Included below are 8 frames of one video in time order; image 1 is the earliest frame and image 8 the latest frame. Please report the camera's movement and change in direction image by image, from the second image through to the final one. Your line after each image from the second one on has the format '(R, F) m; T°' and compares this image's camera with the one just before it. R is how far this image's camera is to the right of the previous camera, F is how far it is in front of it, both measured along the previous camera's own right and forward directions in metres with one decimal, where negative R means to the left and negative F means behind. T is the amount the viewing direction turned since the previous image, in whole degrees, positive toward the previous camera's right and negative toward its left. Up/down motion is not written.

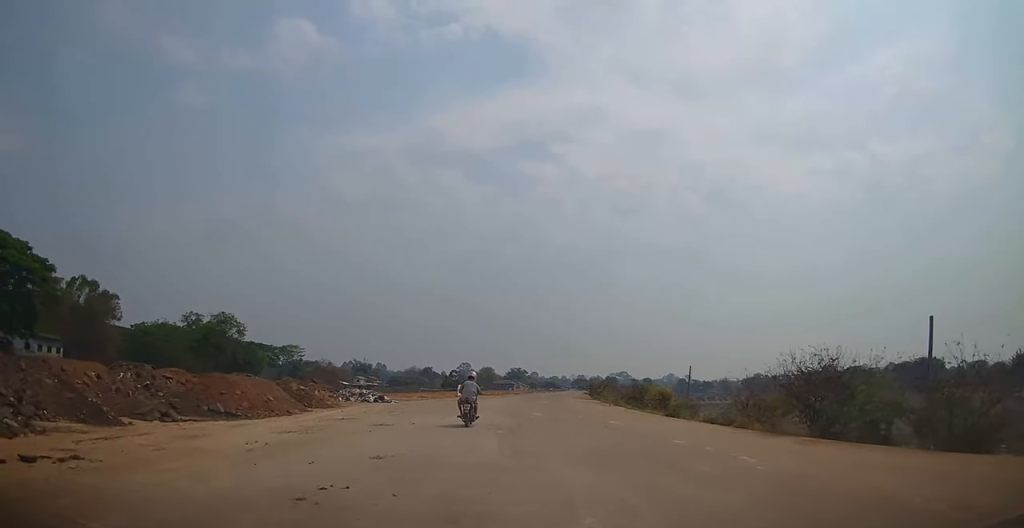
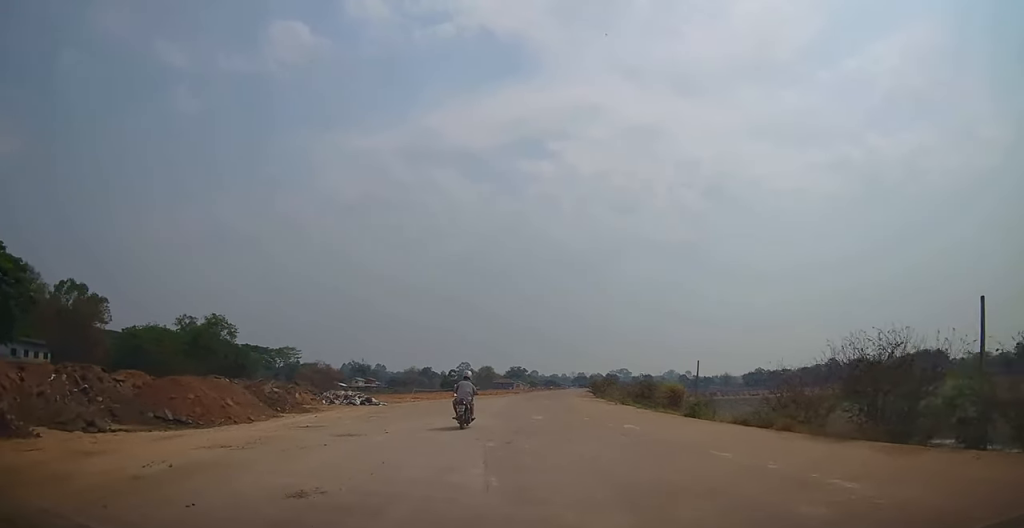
(+0.2, +2.9) m; +1°
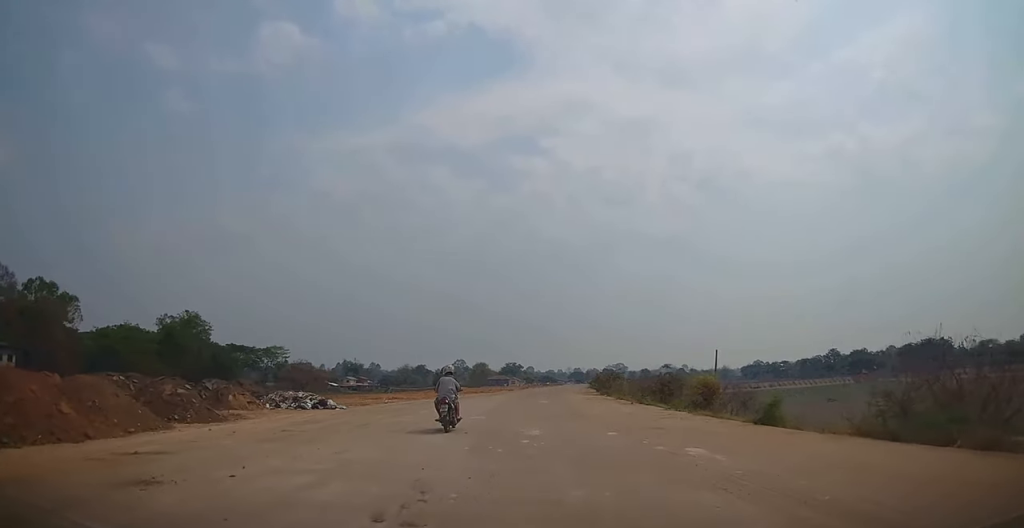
(0.0, +6.9) m; +2°
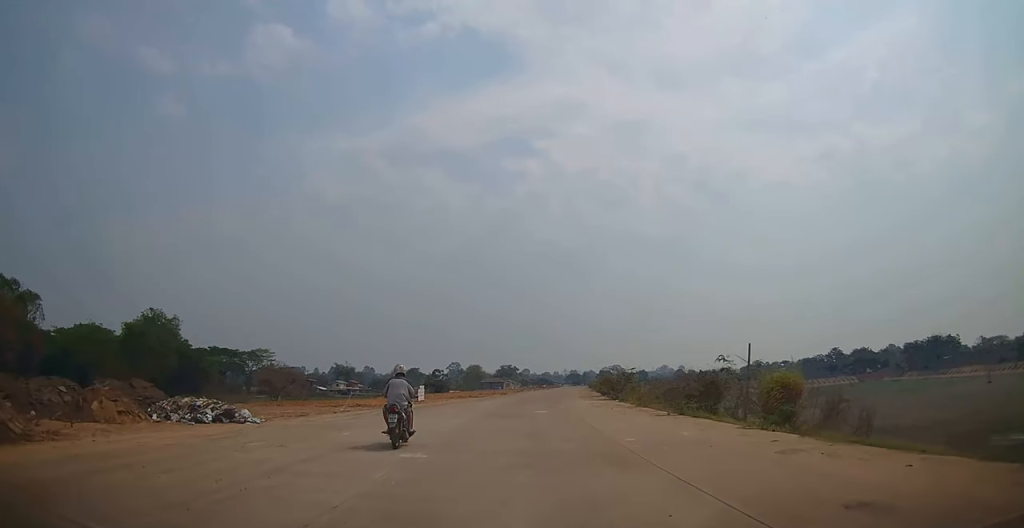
(+0.3, +8.6) m; +5°
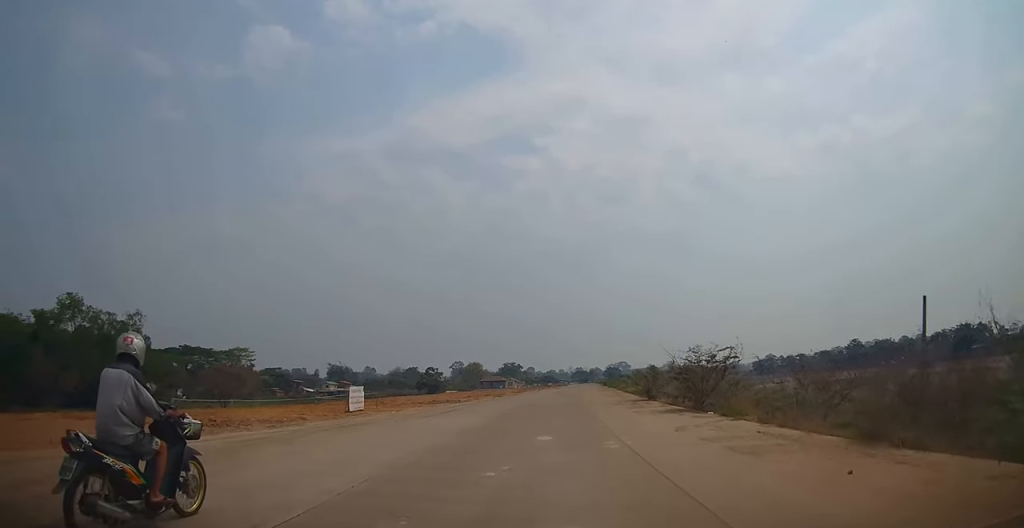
(-1.7, +18.2) m; -7°
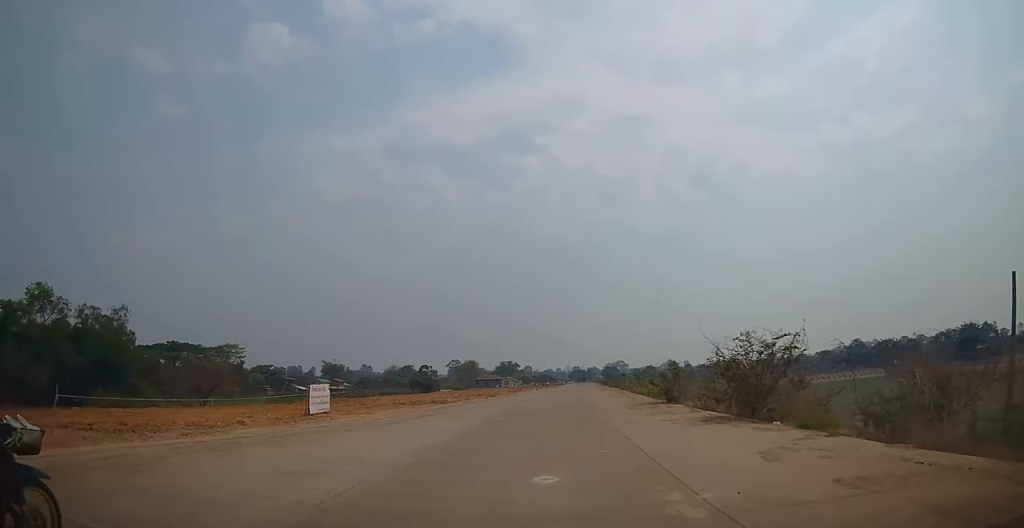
(+0.4, +5.1) m; +2°
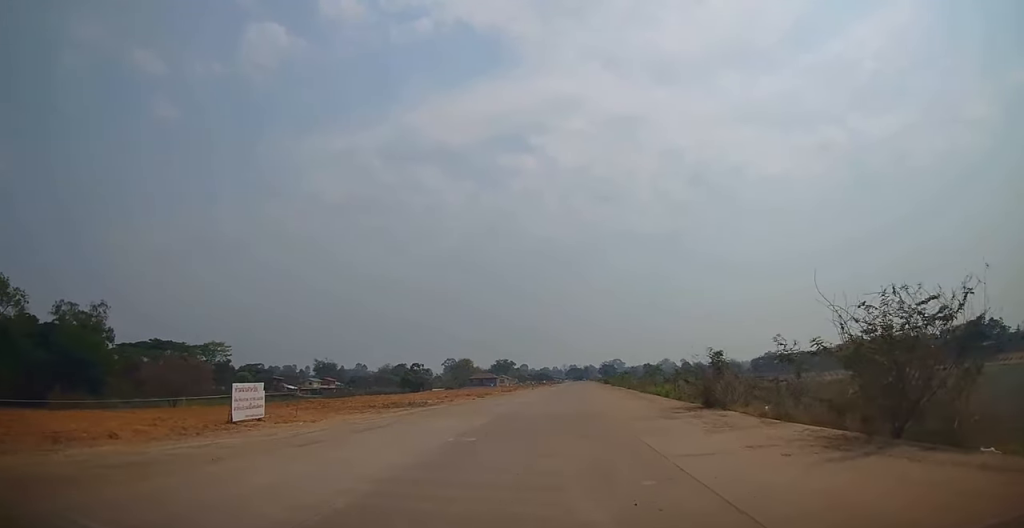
(0.0, +6.5) m; 0°
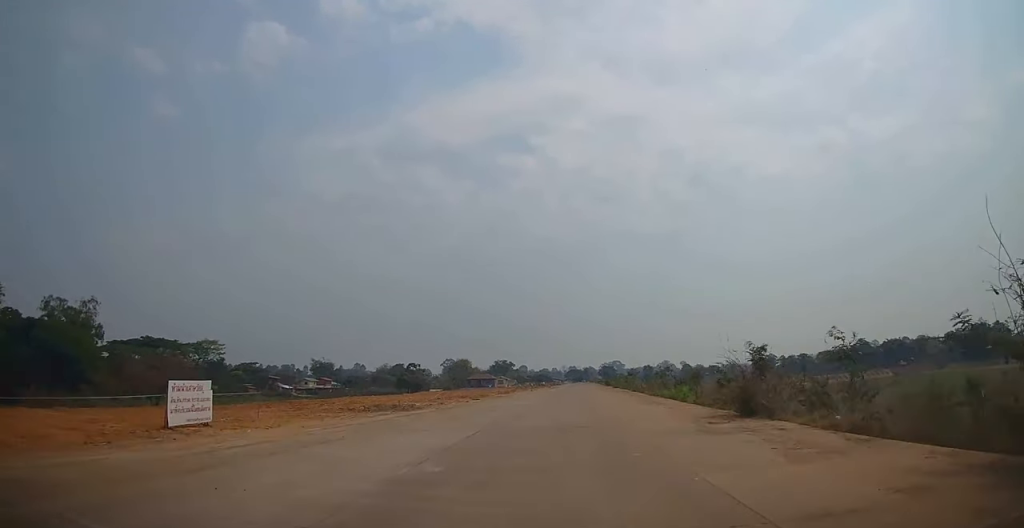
(-0.1, +3.7) m; -1°
